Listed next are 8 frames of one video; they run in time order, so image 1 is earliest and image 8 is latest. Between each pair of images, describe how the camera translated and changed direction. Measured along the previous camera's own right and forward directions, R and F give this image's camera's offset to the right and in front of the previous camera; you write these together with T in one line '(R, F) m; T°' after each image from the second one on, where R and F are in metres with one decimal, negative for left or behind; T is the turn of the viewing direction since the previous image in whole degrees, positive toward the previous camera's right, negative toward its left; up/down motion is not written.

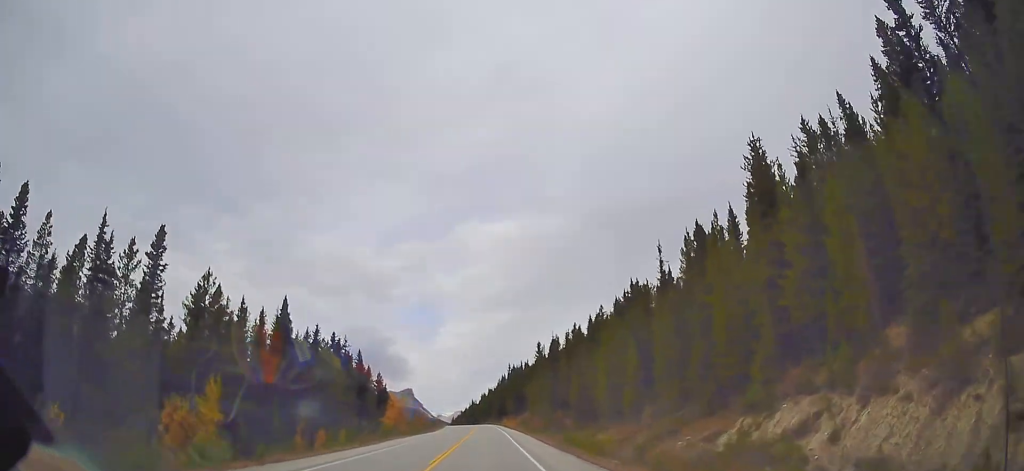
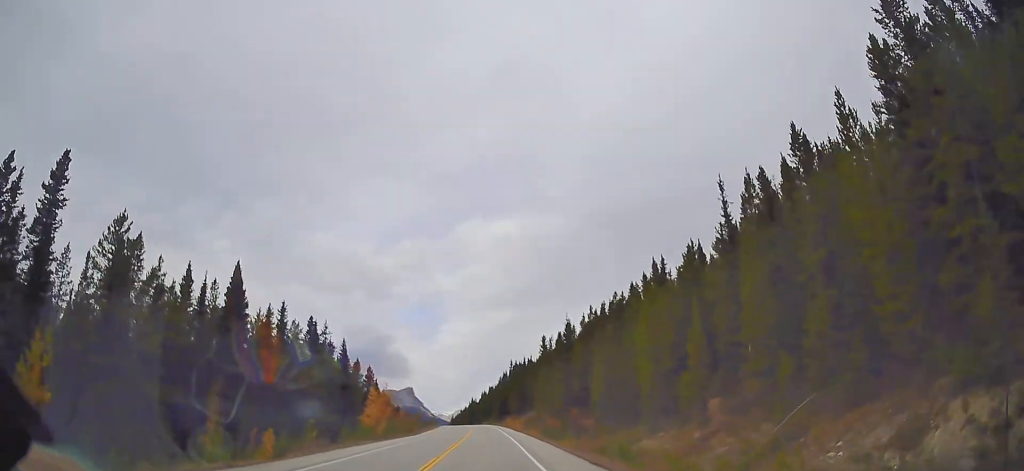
(+0.1, +16.3) m; 0°
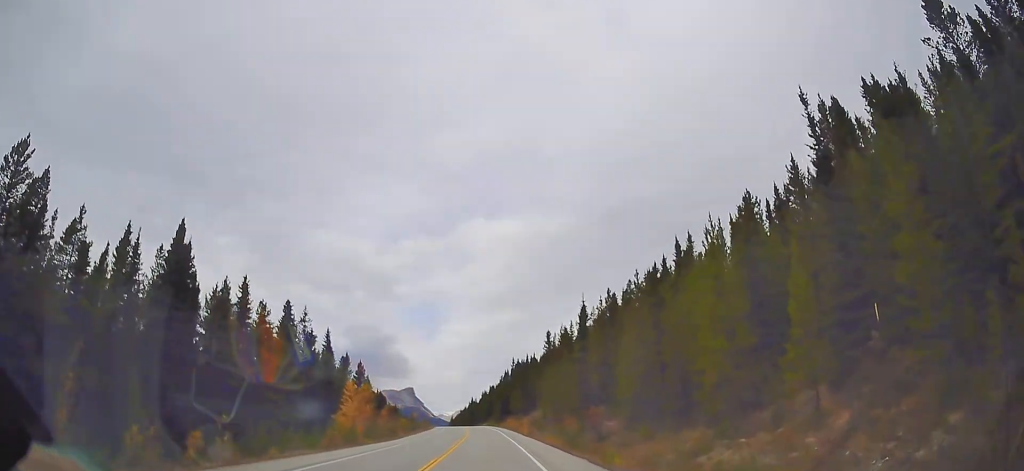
(-0.1, +12.8) m; -1°
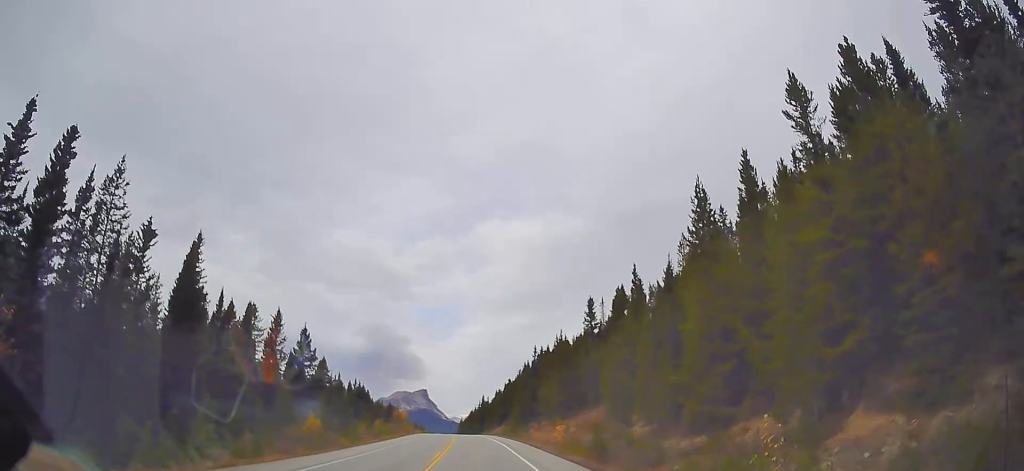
(-0.5, +57.9) m; 0°
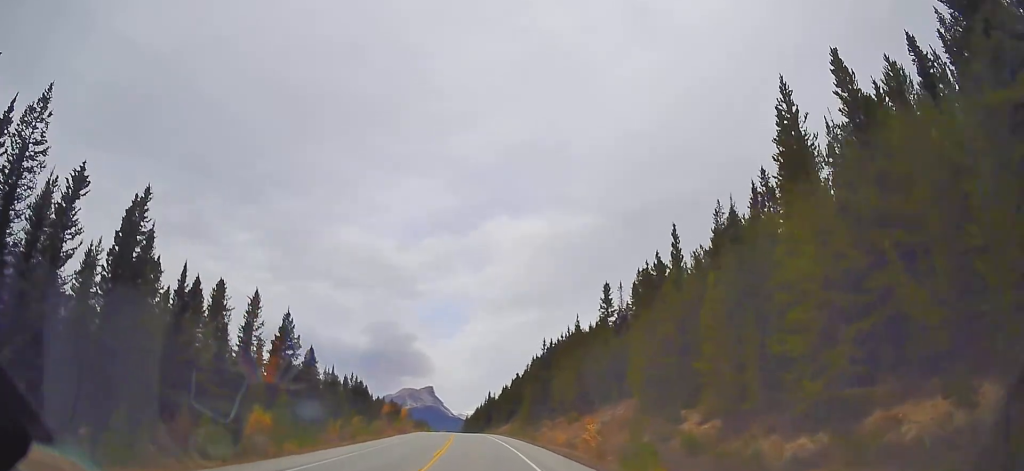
(+0.1, +11.8) m; 0°
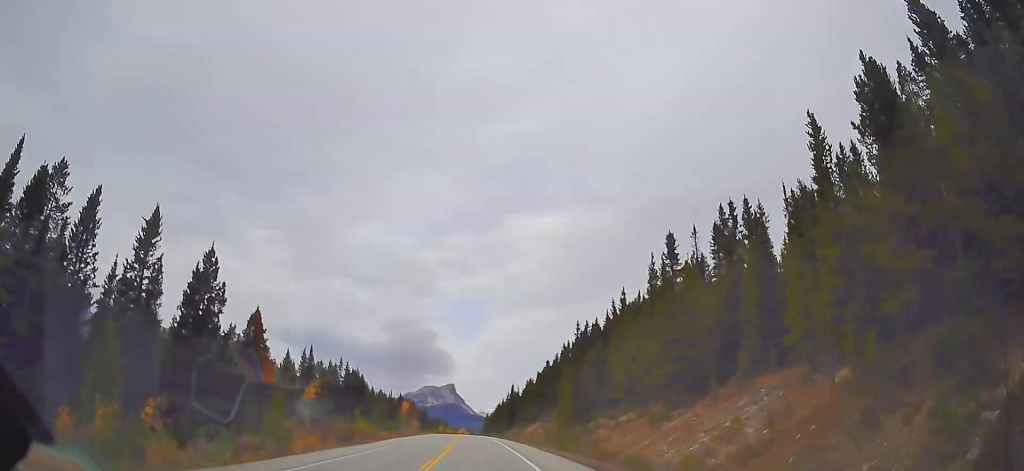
(-0.6, +32.5) m; -3°
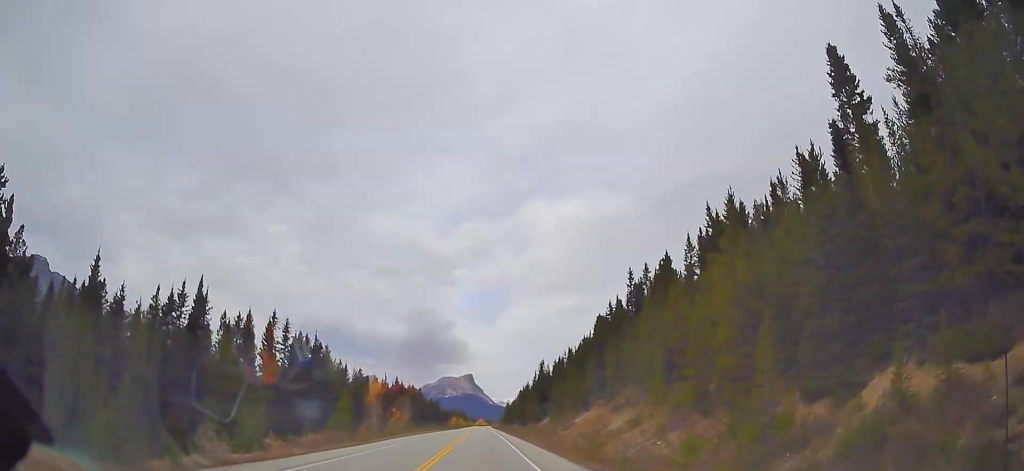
(-1.6, +50.3) m; -3°
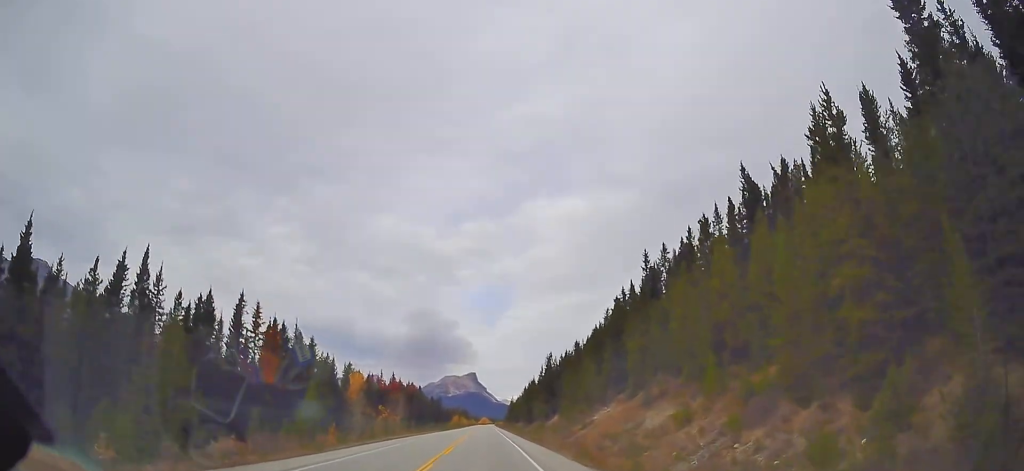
(-0.1, +11.9) m; 0°
